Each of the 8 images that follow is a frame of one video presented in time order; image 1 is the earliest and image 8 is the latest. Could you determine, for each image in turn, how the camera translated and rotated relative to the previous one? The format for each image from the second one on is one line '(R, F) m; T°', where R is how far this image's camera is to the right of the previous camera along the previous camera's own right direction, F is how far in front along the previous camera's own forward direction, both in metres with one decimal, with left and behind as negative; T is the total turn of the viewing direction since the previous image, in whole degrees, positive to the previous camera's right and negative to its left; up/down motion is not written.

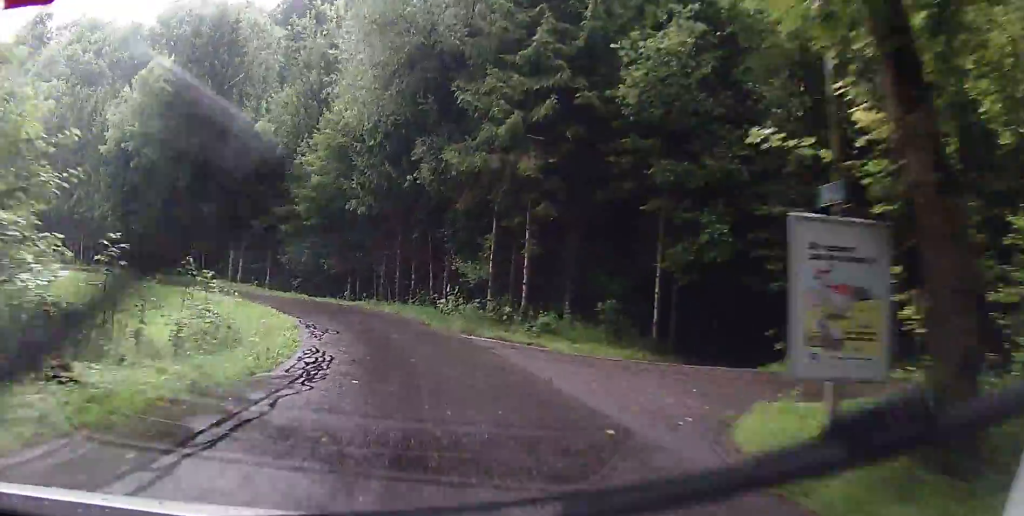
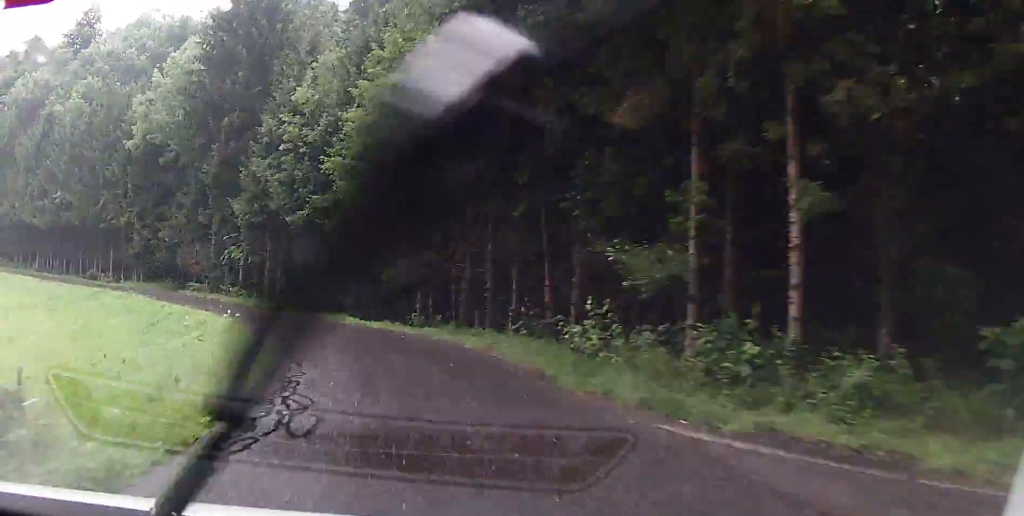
(-0.6, +13.6) m; -10°
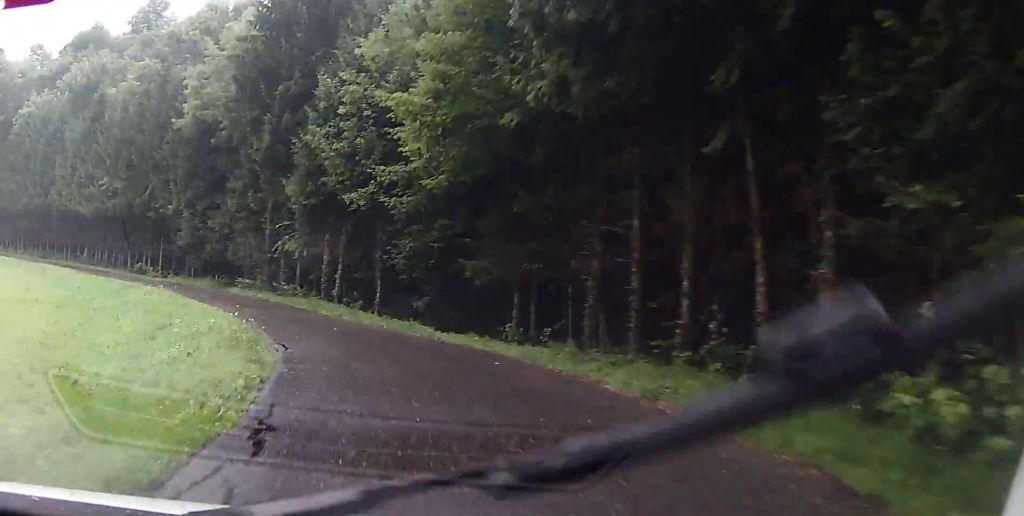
(-1.0, +8.0) m; -9°
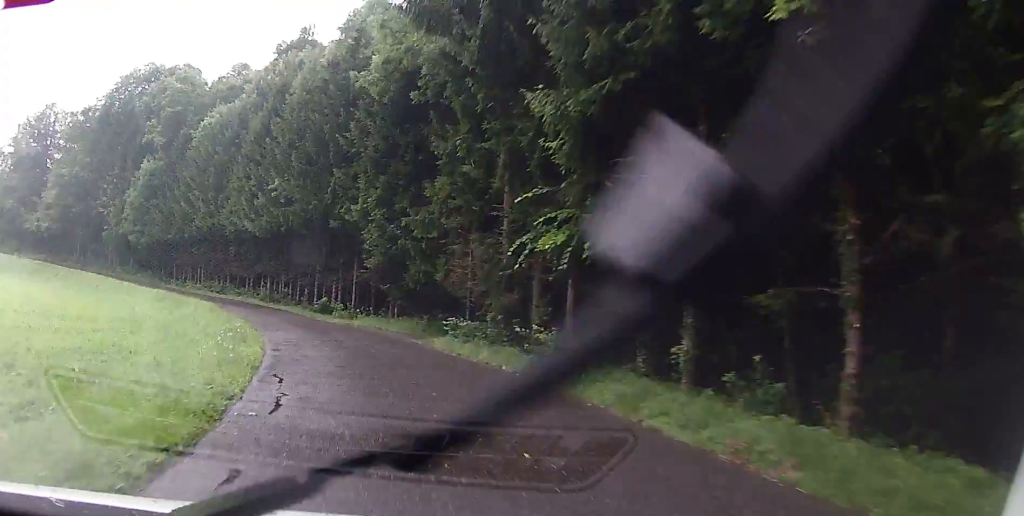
(-4.1, +21.0) m; -22°
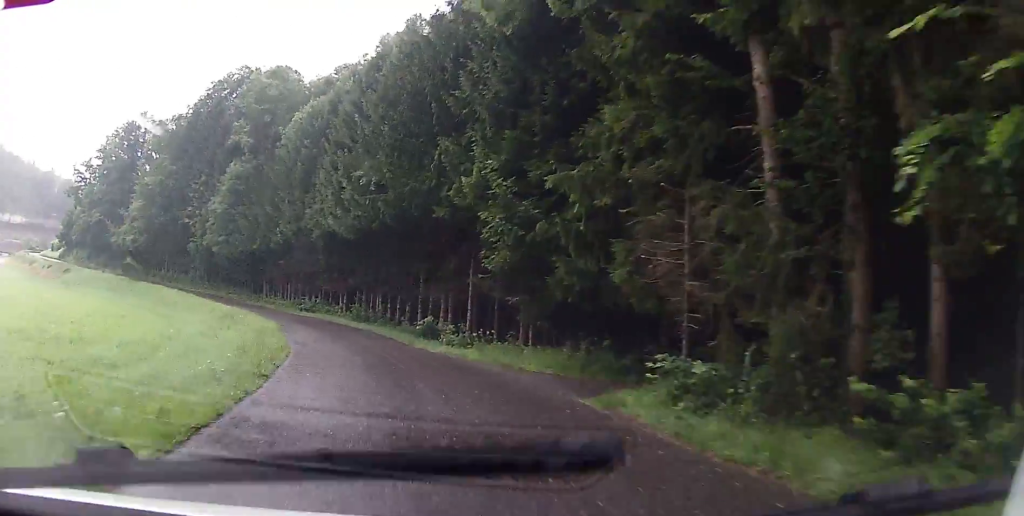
(-1.1, +11.1) m; -10°
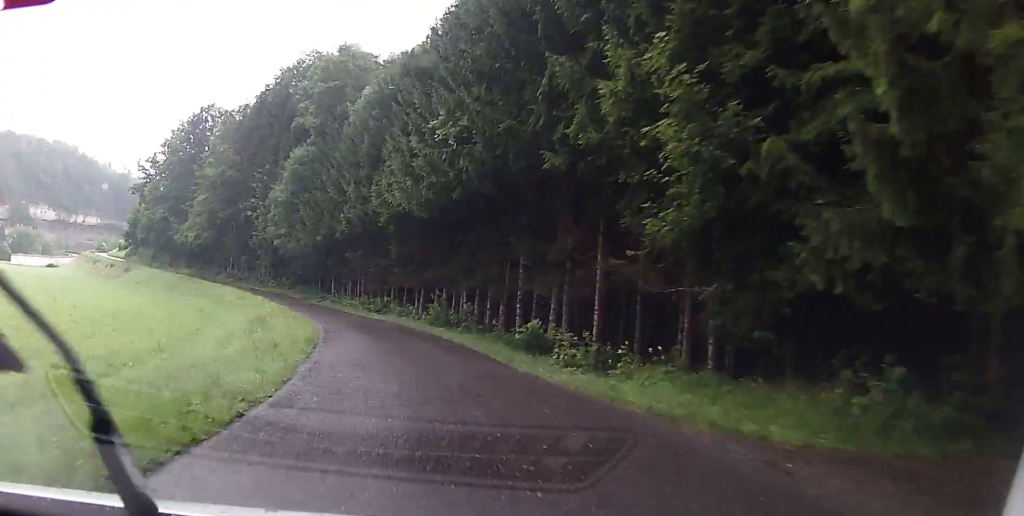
(-0.8, +9.6) m; -7°
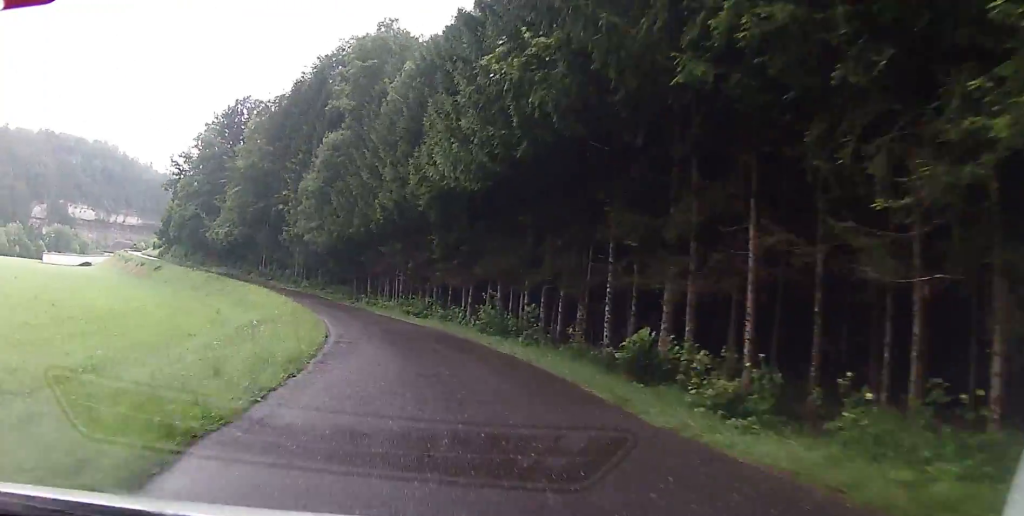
(-0.3, +7.4) m; -4°
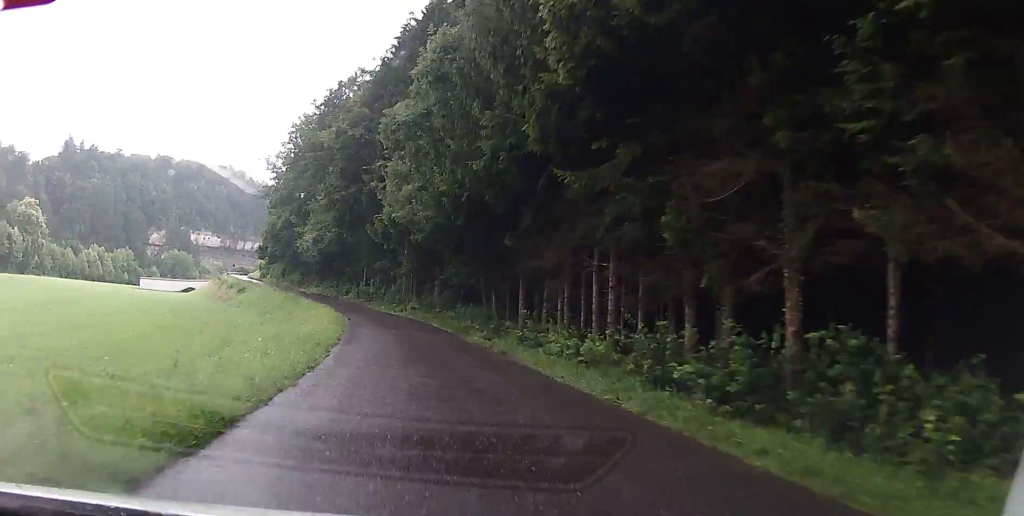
(-3.1, +31.2) m; -8°
